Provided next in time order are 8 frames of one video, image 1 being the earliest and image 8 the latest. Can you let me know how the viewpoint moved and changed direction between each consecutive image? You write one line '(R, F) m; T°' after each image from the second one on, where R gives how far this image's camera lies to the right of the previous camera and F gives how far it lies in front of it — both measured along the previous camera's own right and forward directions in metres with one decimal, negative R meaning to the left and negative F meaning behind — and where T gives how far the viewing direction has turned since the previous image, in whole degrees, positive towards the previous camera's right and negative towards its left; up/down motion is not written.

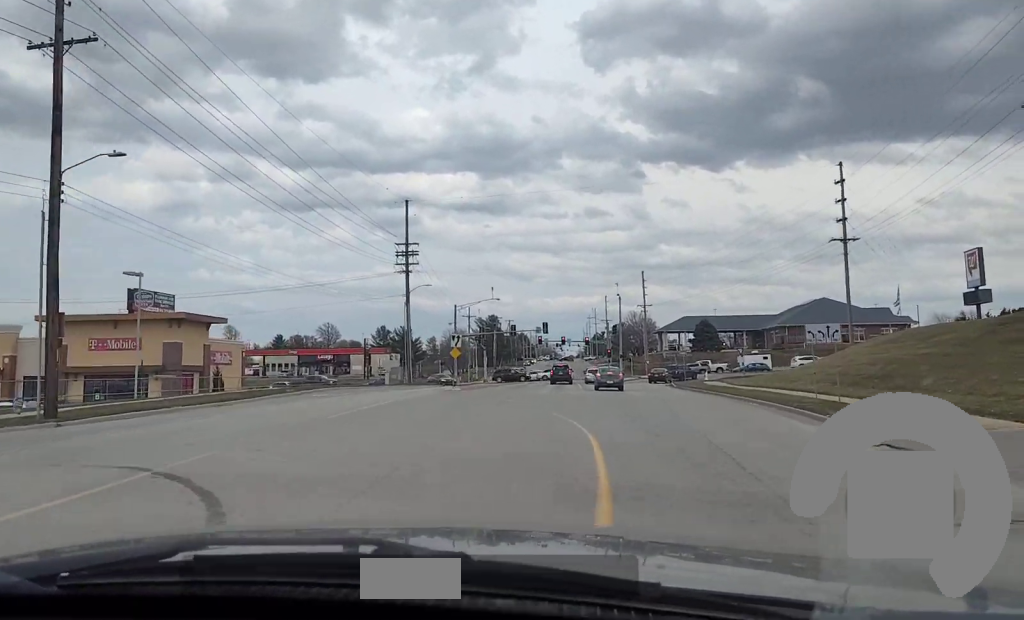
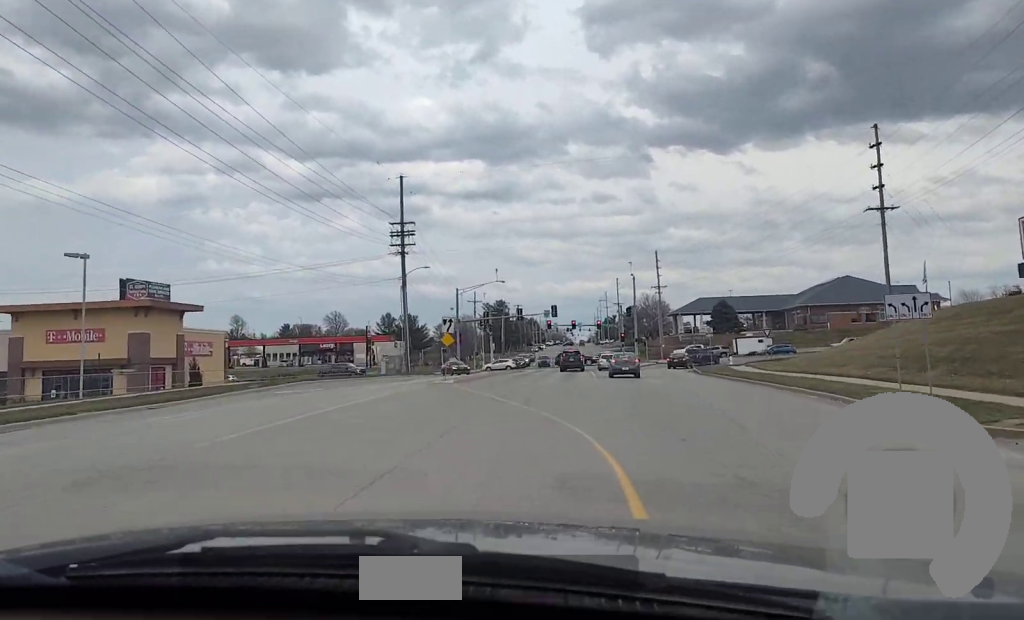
(+0.1, +6.8) m; 0°
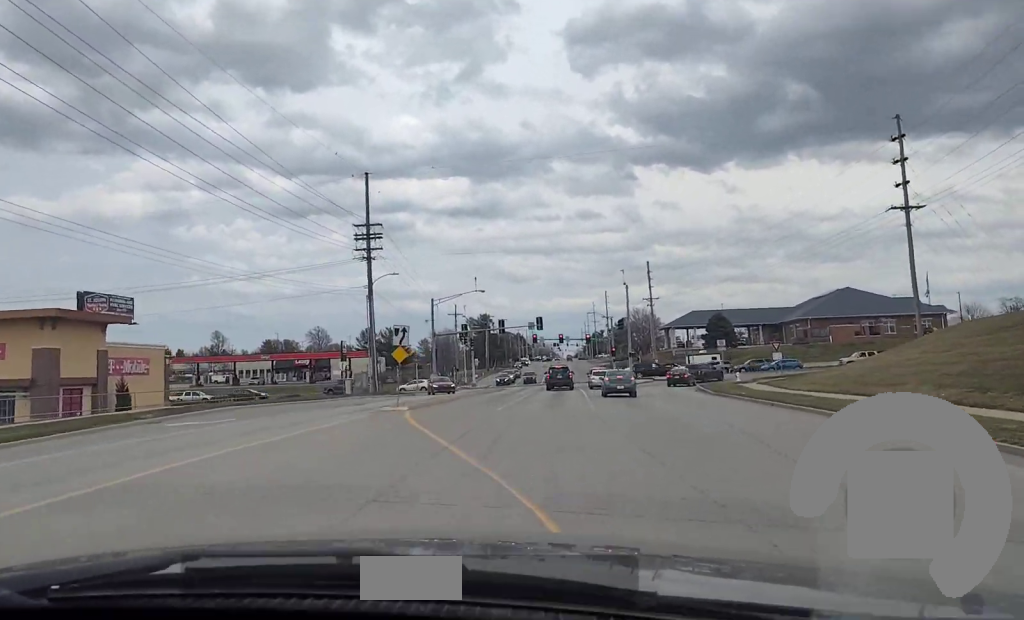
(0.0, +8.9) m; 0°
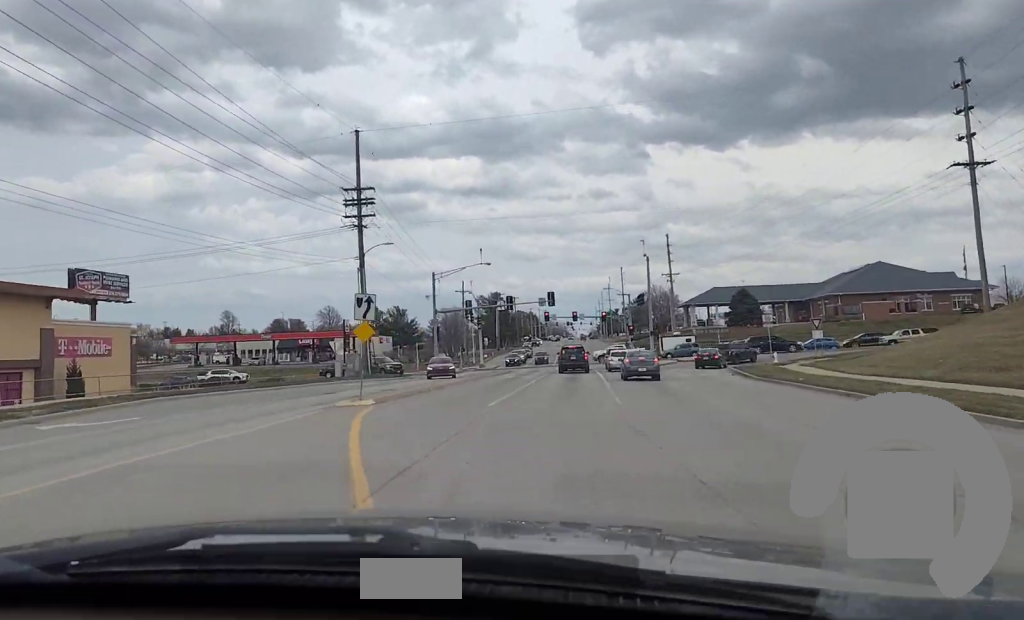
(-0.1, +7.7) m; -1°
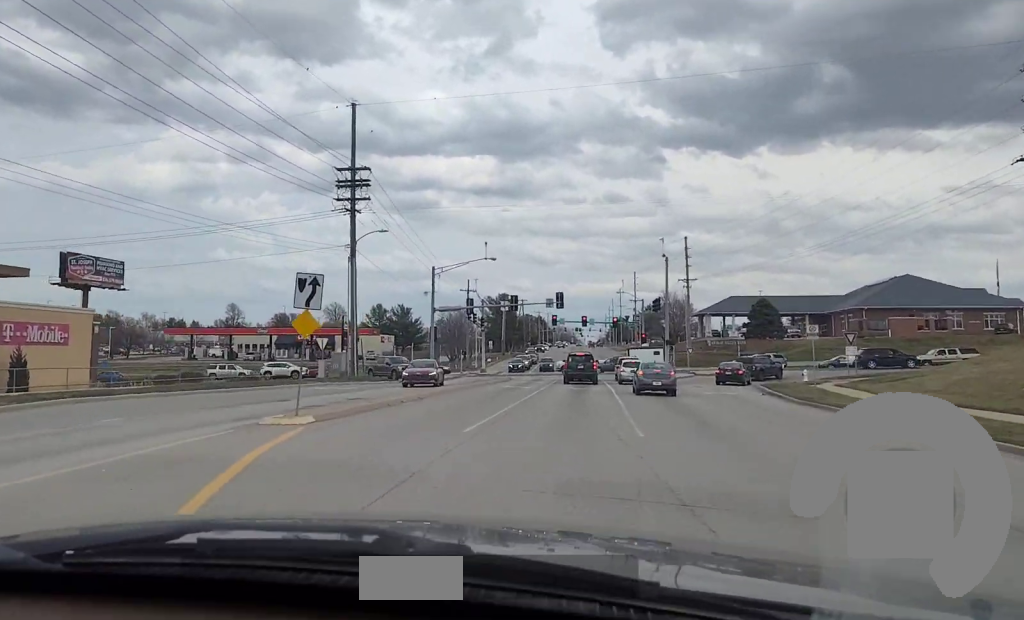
(0.0, +5.7) m; 0°
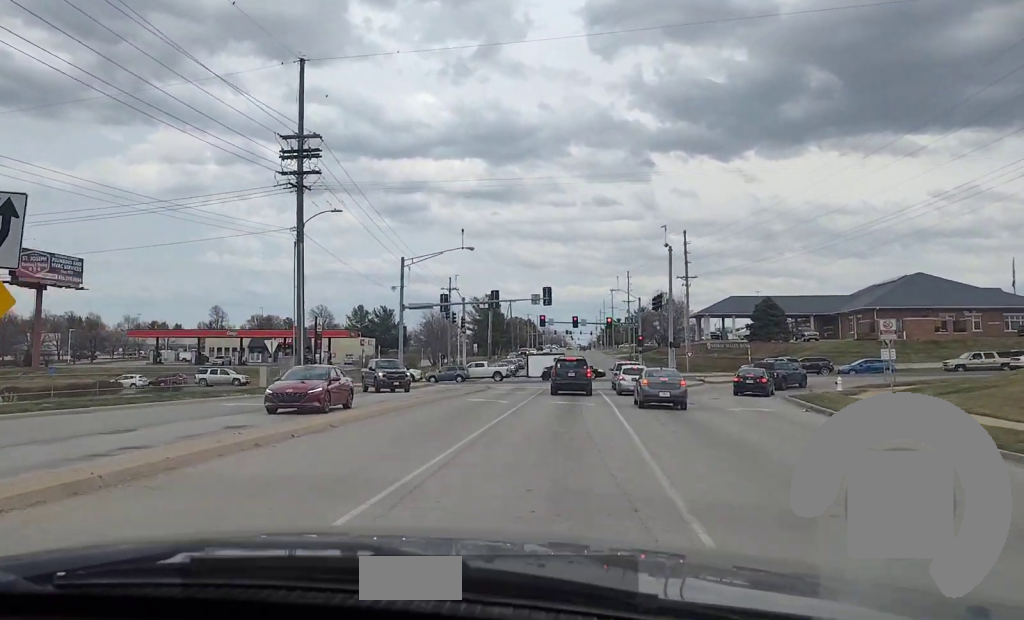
(0.0, +9.3) m; 0°
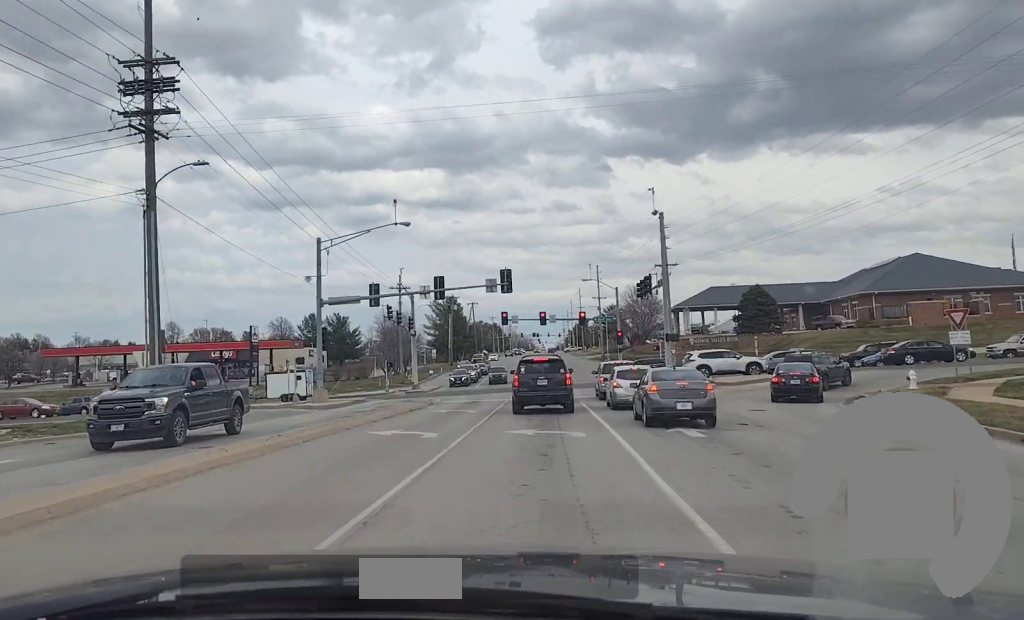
(+0.2, +13.9) m; +1°
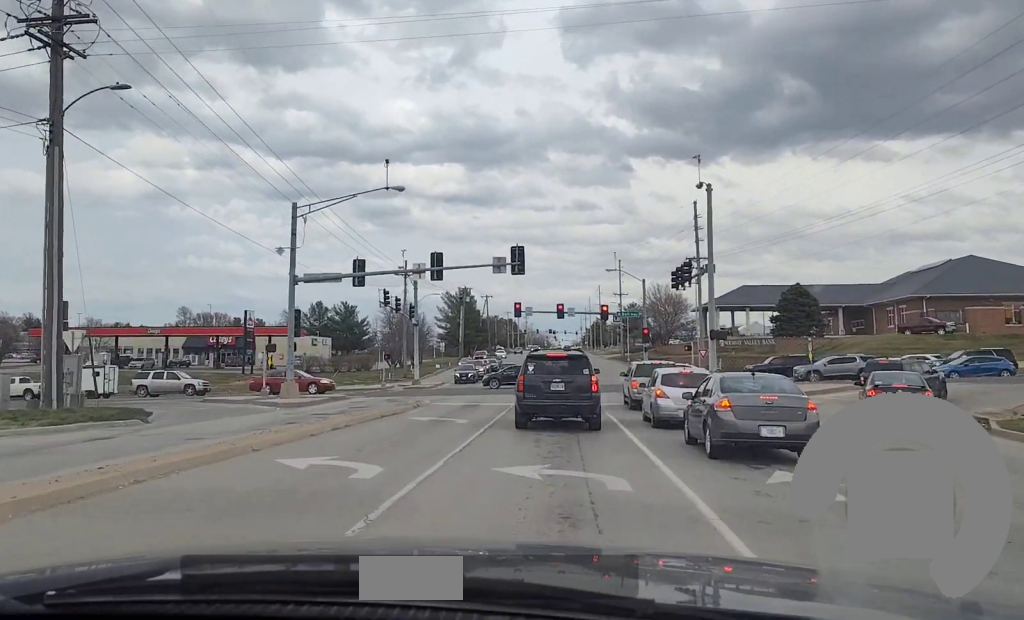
(-0.1, +7.9) m; -1°
